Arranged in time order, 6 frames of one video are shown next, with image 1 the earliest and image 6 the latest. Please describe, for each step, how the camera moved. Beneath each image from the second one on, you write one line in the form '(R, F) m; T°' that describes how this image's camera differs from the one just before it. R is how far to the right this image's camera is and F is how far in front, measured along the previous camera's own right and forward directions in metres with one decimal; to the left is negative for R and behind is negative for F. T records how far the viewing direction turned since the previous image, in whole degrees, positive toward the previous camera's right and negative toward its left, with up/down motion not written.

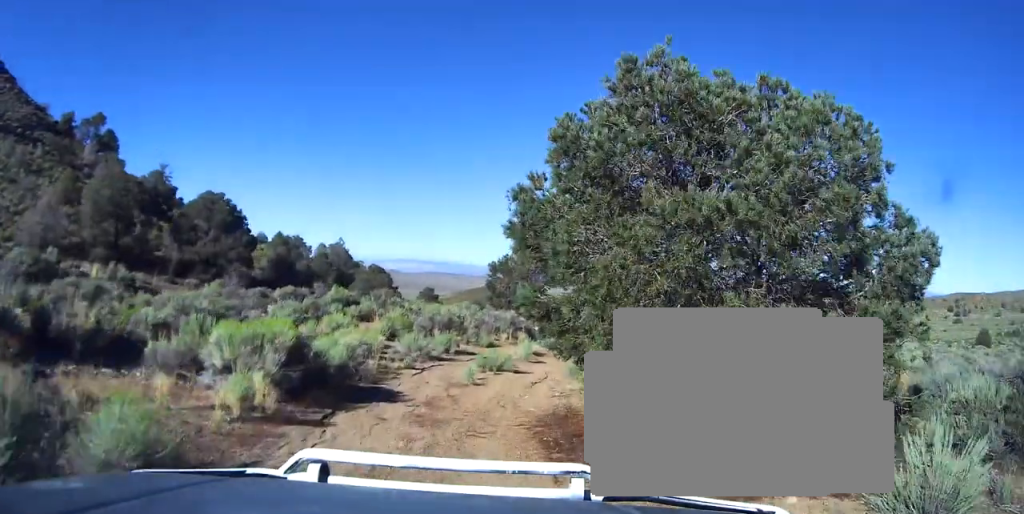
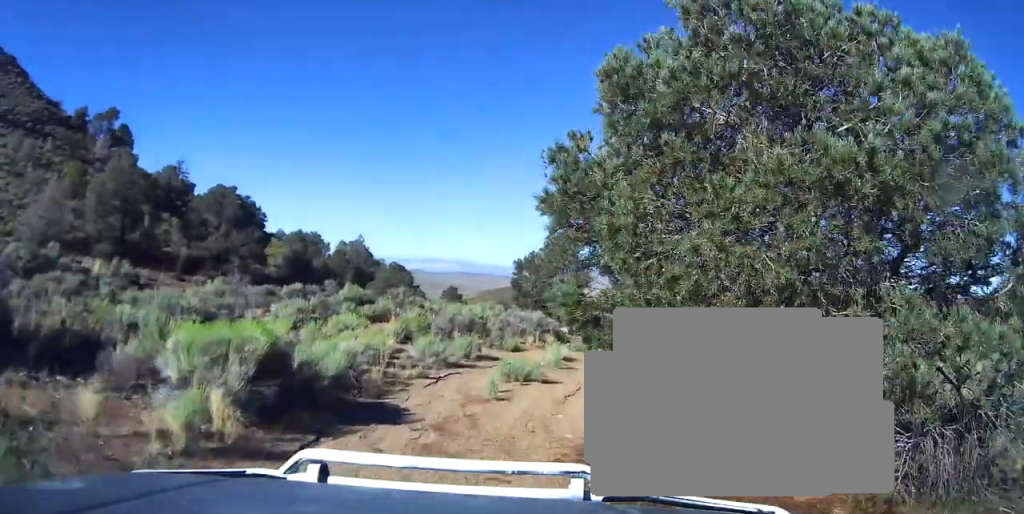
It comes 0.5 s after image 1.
(0.0, +1.8) m; -3°
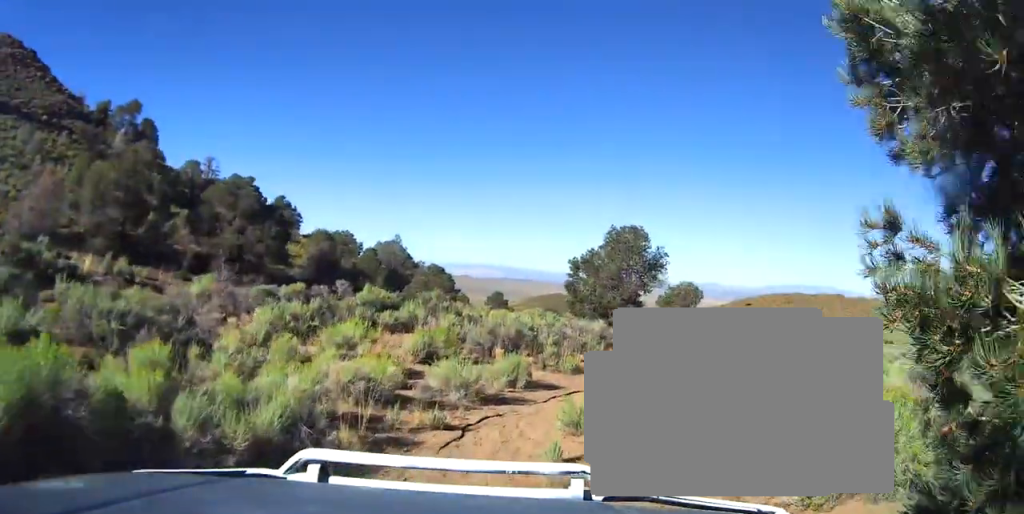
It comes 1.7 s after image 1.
(-0.3, +4.8) m; -4°
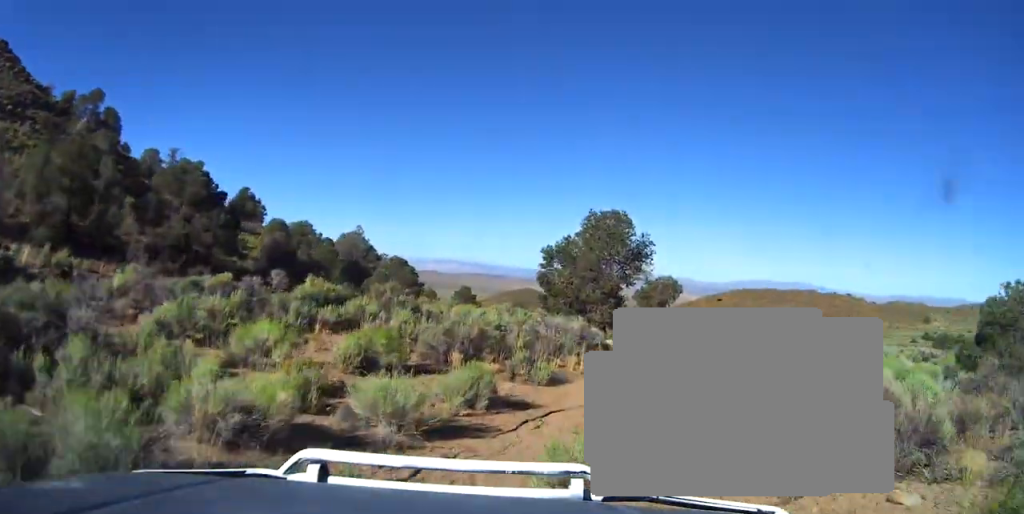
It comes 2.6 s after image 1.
(0.0, +3.2) m; +4°
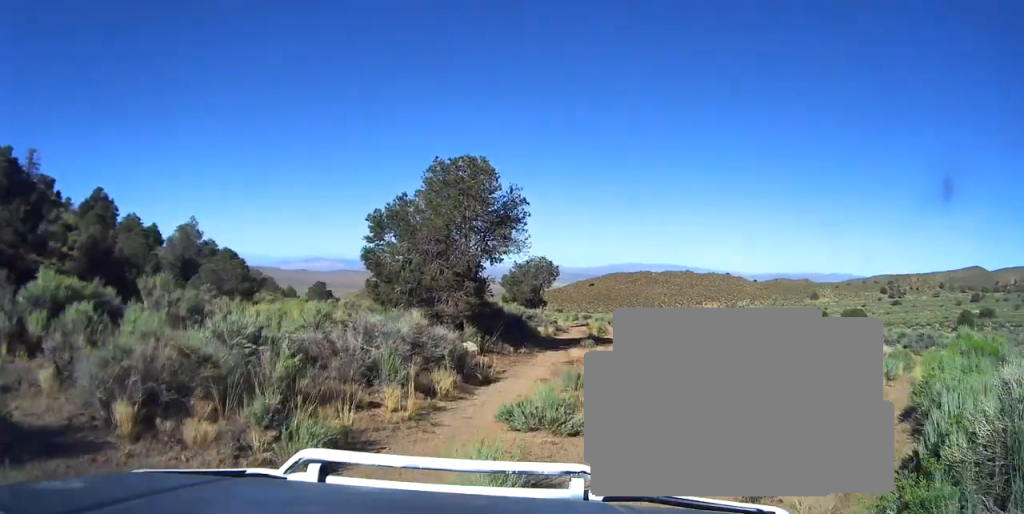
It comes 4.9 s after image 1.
(0.0, +7.3) m; +6°
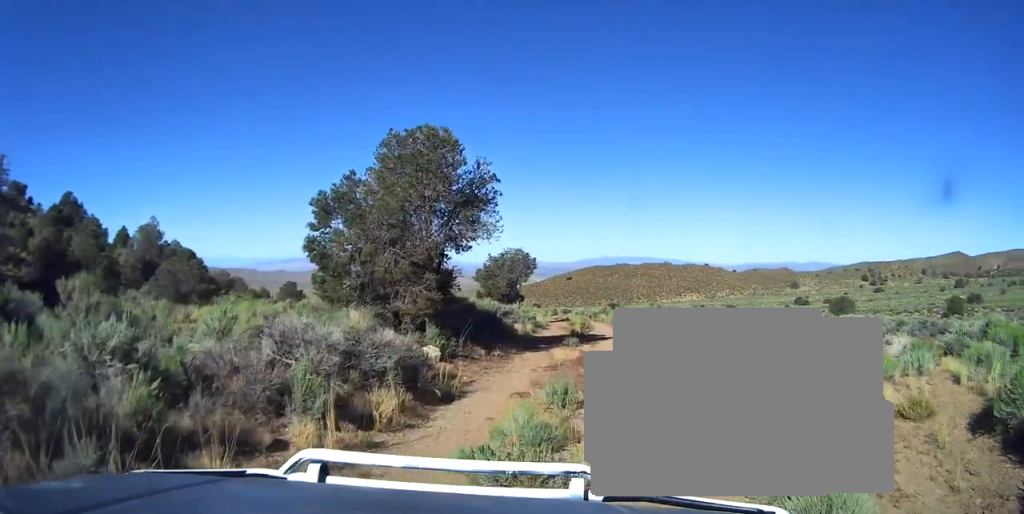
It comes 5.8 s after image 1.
(+0.4, +2.4) m; +7°
